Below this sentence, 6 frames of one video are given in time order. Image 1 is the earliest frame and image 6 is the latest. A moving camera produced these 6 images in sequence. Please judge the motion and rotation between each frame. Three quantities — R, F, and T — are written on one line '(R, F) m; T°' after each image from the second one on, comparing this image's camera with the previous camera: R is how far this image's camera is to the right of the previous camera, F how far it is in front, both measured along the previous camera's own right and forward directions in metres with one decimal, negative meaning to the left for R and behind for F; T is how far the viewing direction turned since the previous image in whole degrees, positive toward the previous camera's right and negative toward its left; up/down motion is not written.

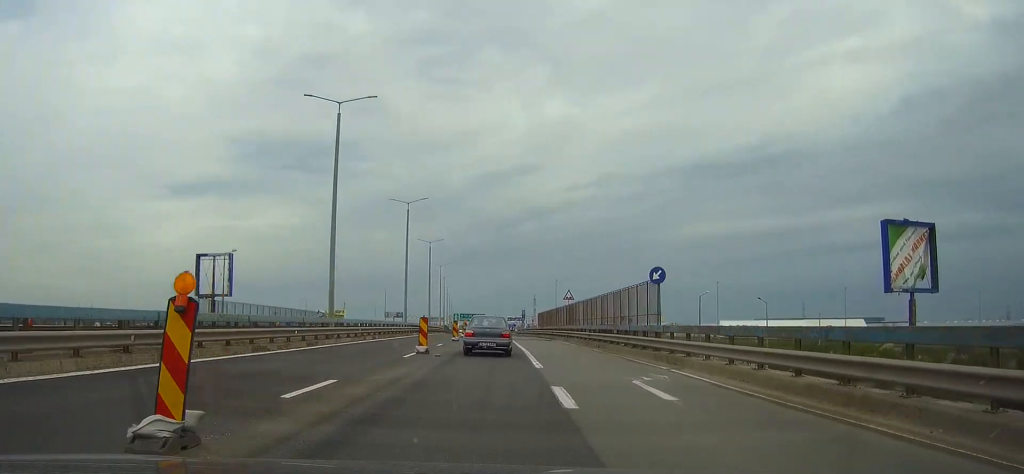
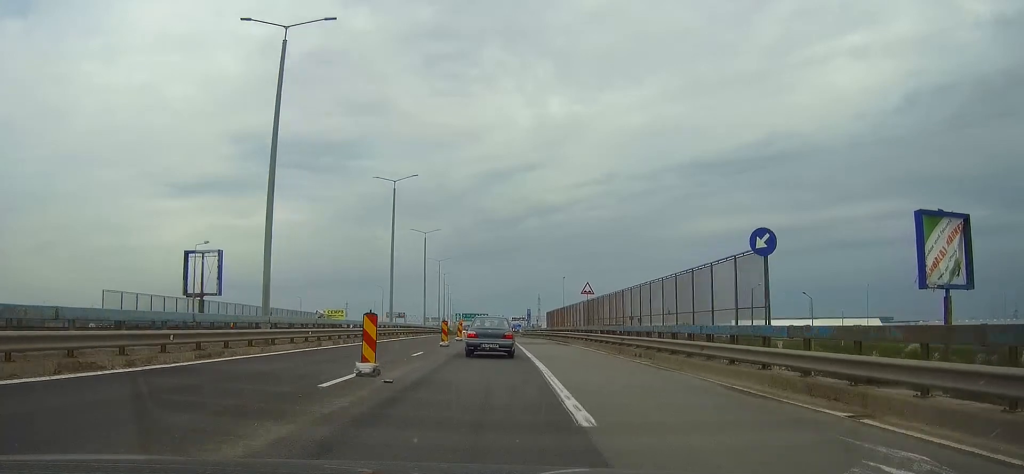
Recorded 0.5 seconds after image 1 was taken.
(0.0, +10.3) m; 0°
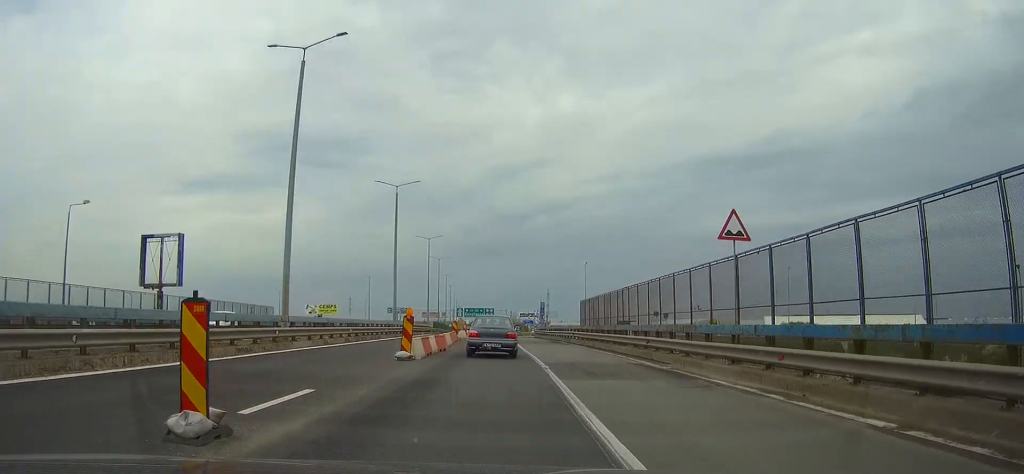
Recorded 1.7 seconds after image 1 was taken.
(-0.3, +27.6) m; -1°
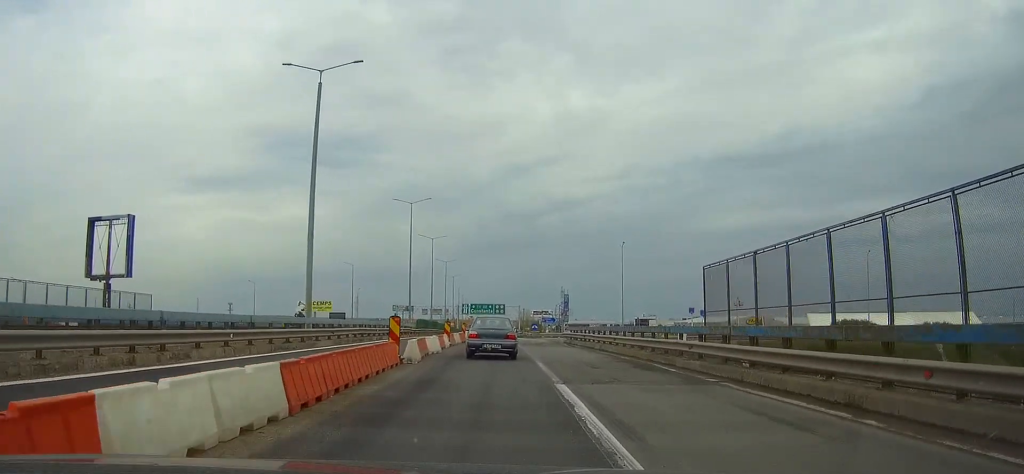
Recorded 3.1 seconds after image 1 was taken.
(-0.1, +28.5) m; 0°
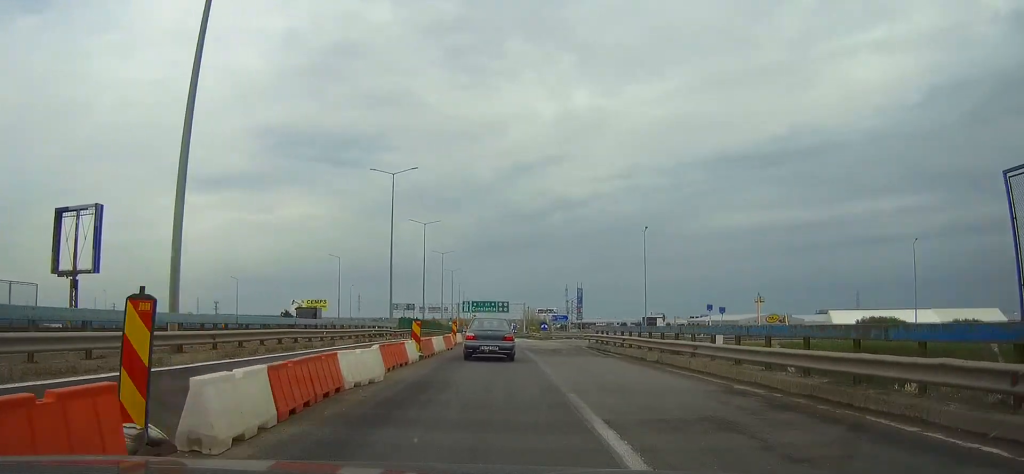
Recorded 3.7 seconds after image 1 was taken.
(0.0, +13.3) m; -1°
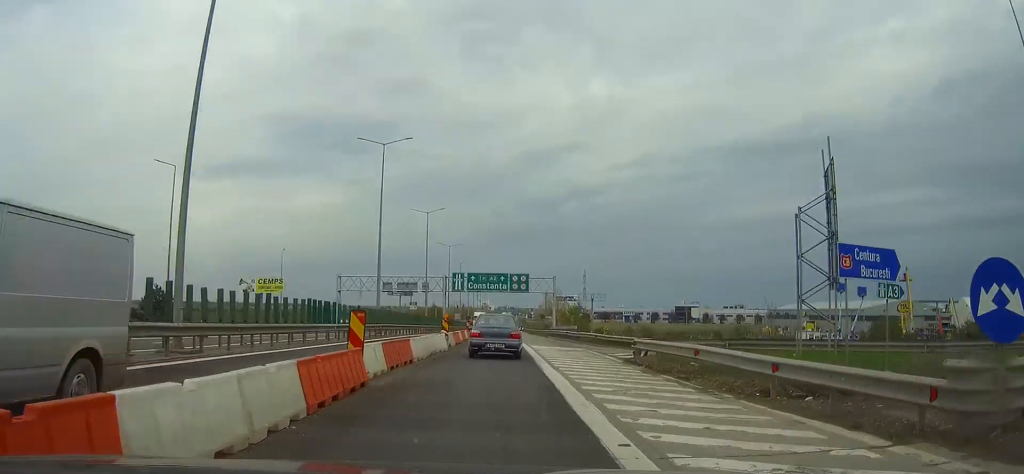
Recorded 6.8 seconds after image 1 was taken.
(-1.4, +64.3) m; -1°
